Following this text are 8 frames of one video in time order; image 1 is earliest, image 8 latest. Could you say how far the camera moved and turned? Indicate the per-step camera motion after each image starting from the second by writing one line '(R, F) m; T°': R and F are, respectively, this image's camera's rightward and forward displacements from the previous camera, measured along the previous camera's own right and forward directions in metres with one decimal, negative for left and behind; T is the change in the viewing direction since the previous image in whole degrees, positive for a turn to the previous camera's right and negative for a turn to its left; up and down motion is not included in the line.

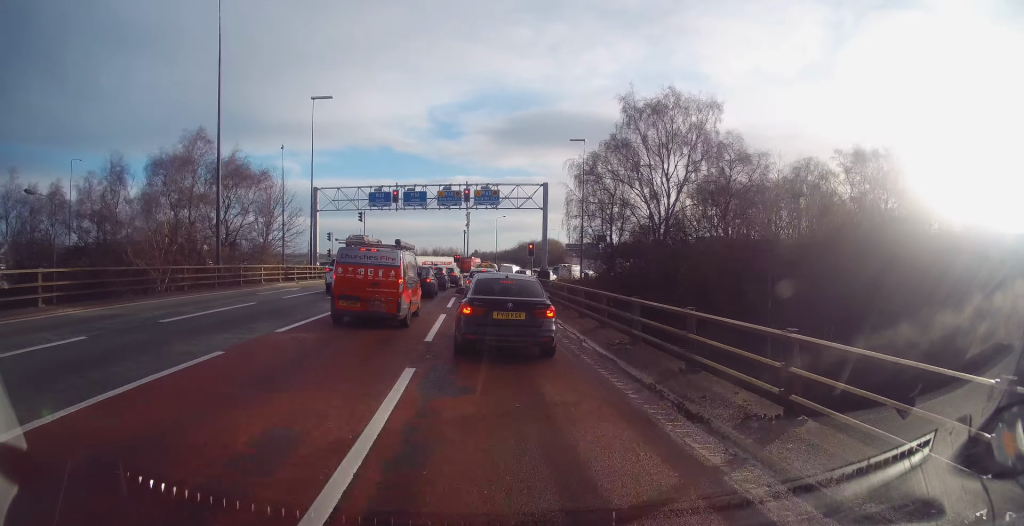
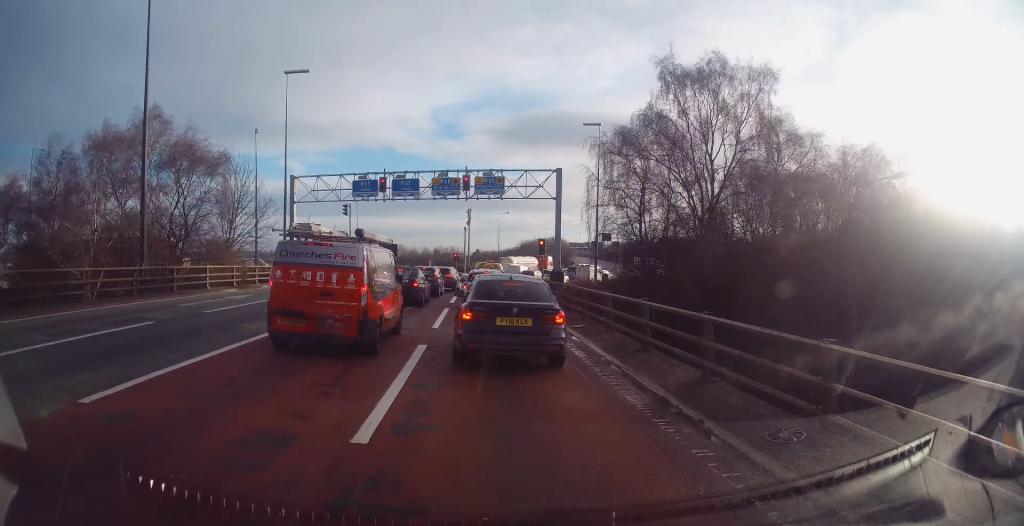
(+0.3, +6.3) m; +2°
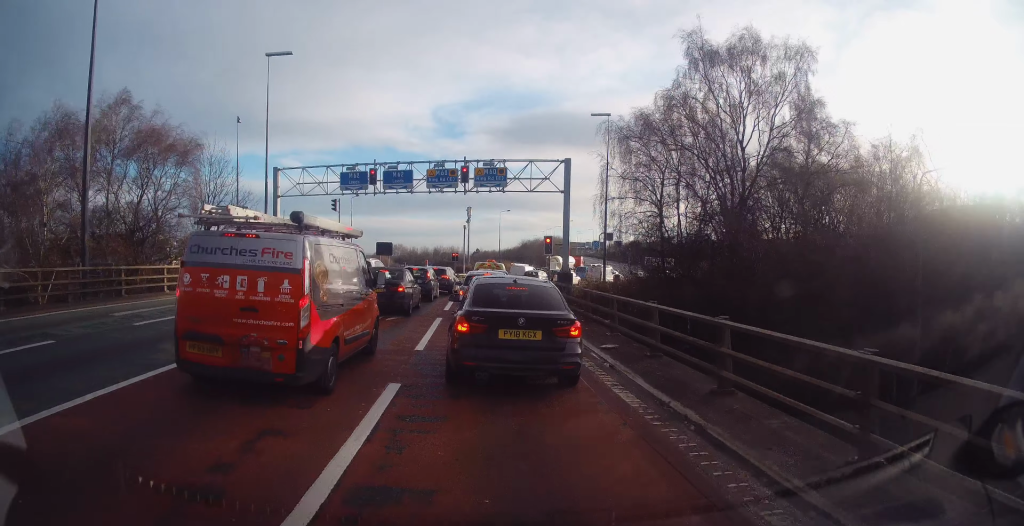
(-0.2, +3.3) m; -1°
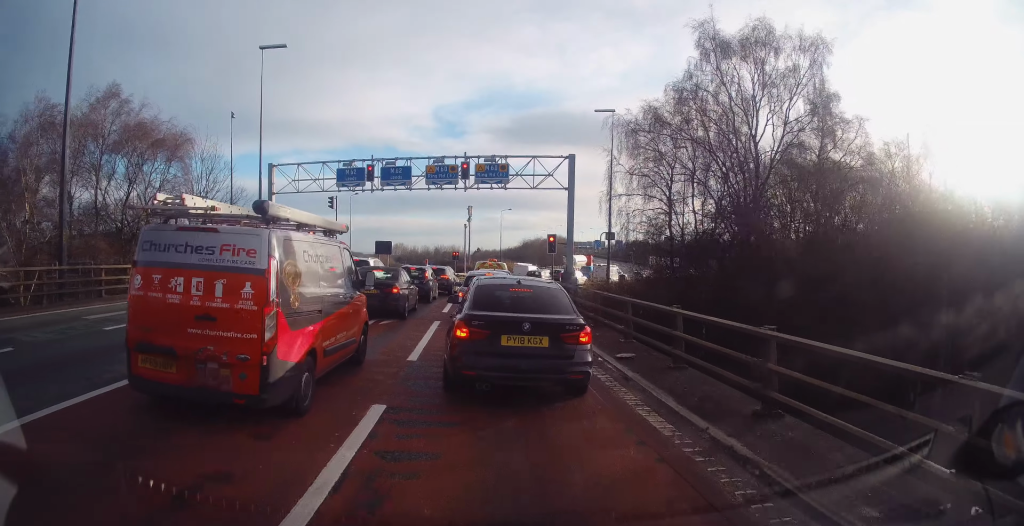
(+0.1, +1.1) m; +1°
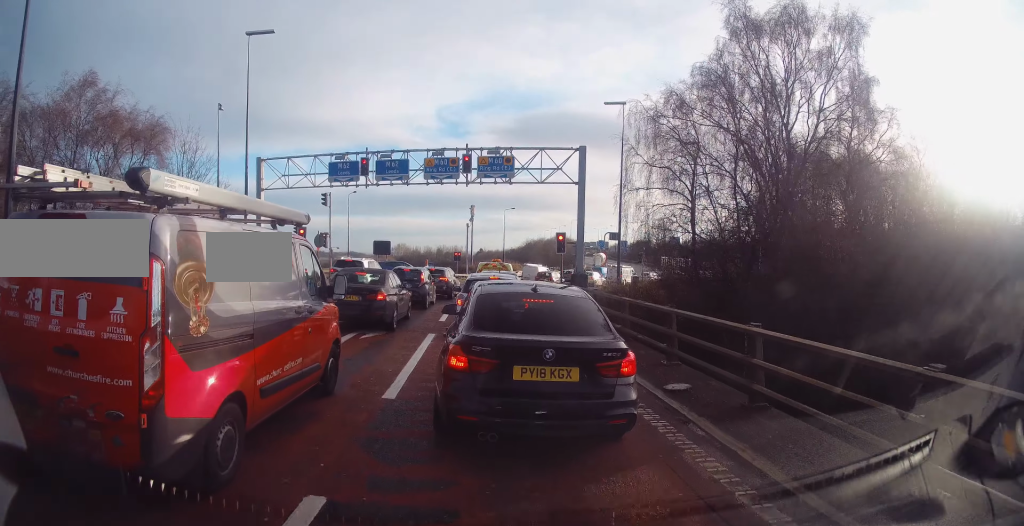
(-0.1, +2.7) m; -5°
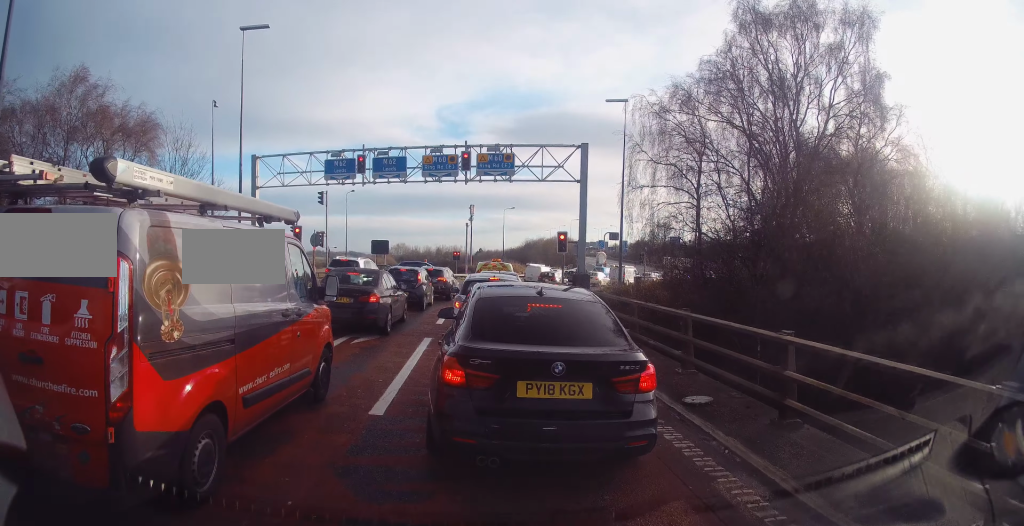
(0.0, +0.9) m; 0°
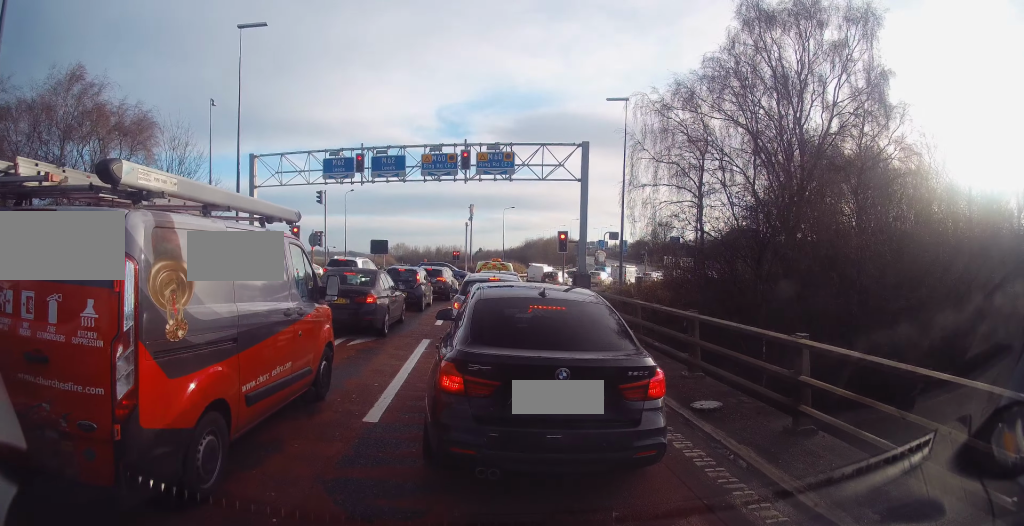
(+0.1, +0.5) m; 0°
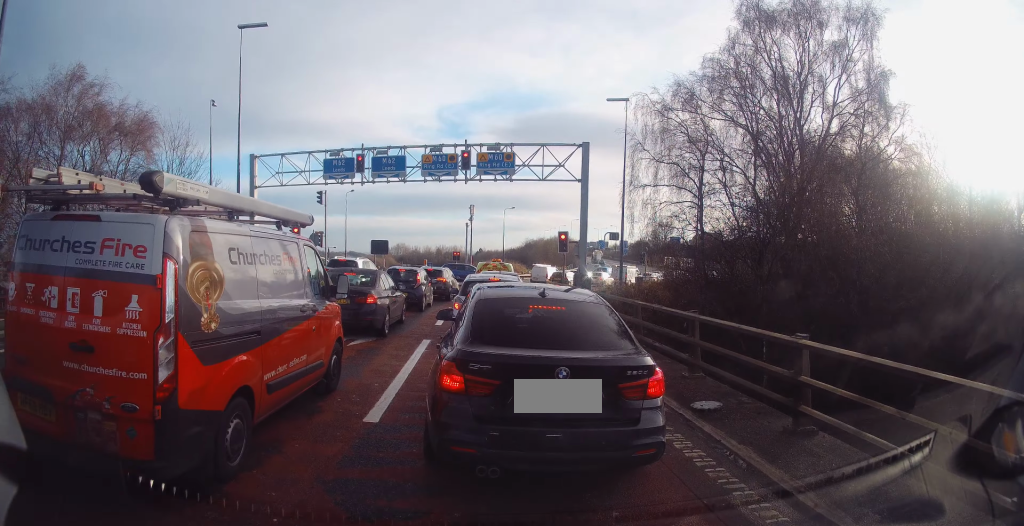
(+0.1, +0.3) m; 0°
